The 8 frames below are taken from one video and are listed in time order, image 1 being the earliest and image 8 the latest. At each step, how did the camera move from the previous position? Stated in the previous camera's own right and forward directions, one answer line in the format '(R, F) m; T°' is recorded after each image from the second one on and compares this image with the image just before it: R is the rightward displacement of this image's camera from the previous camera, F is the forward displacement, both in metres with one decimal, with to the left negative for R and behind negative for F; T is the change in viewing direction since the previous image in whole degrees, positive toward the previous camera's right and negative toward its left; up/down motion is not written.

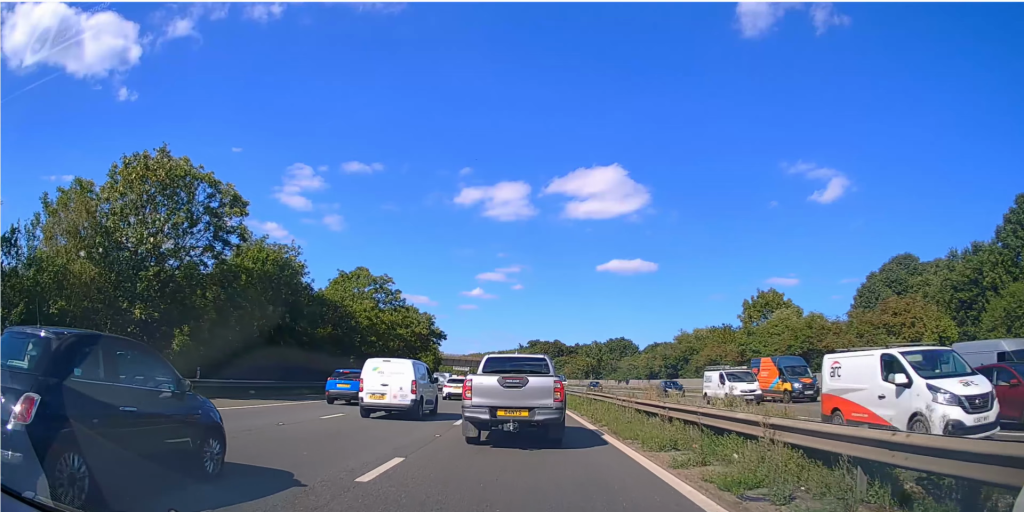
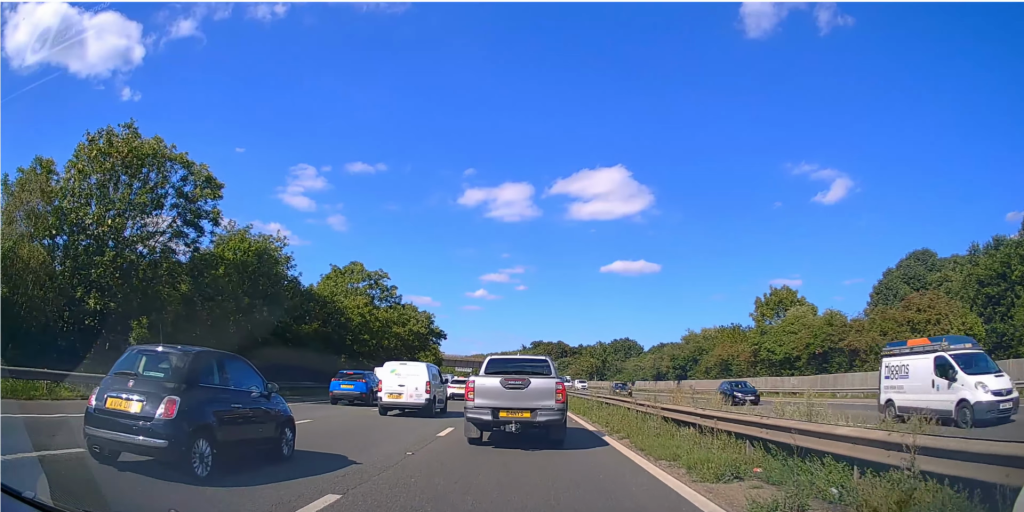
(+0.1, +3.6) m; 0°
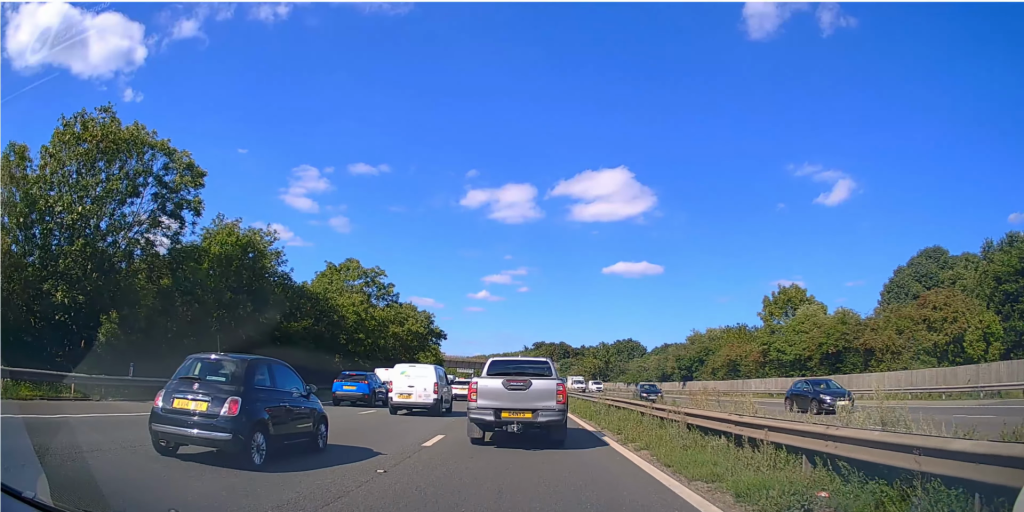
(+0.1, +2.2) m; 0°
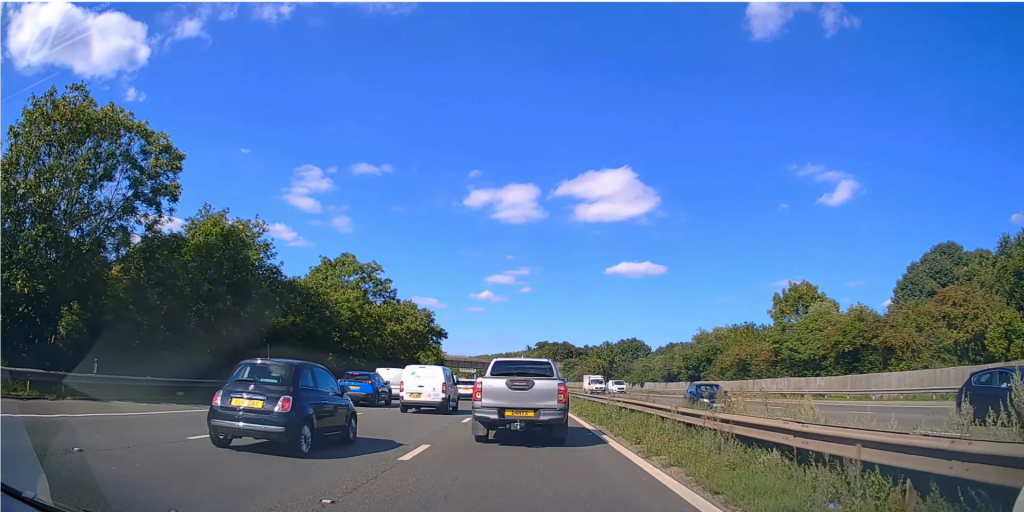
(0.0, +2.1) m; 0°
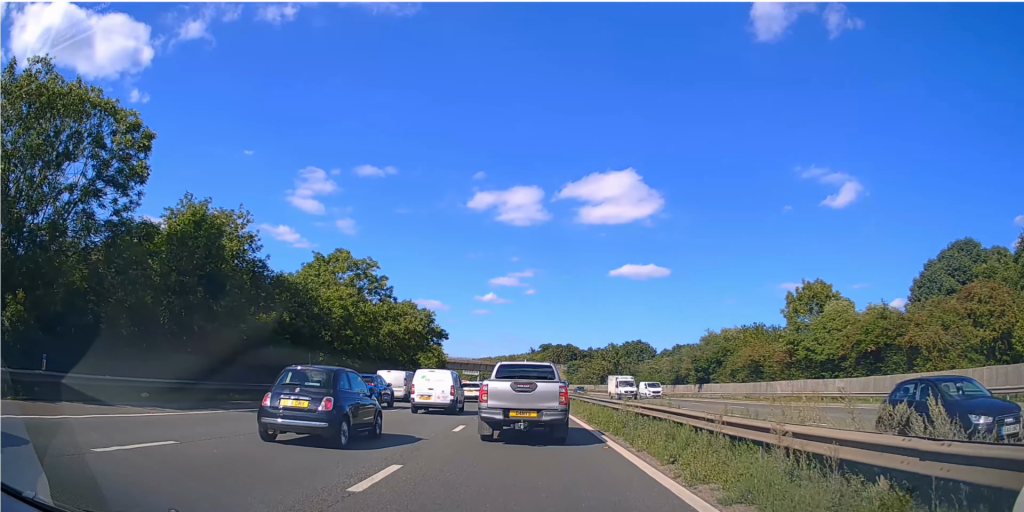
(0.0, +2.6) m; 0°
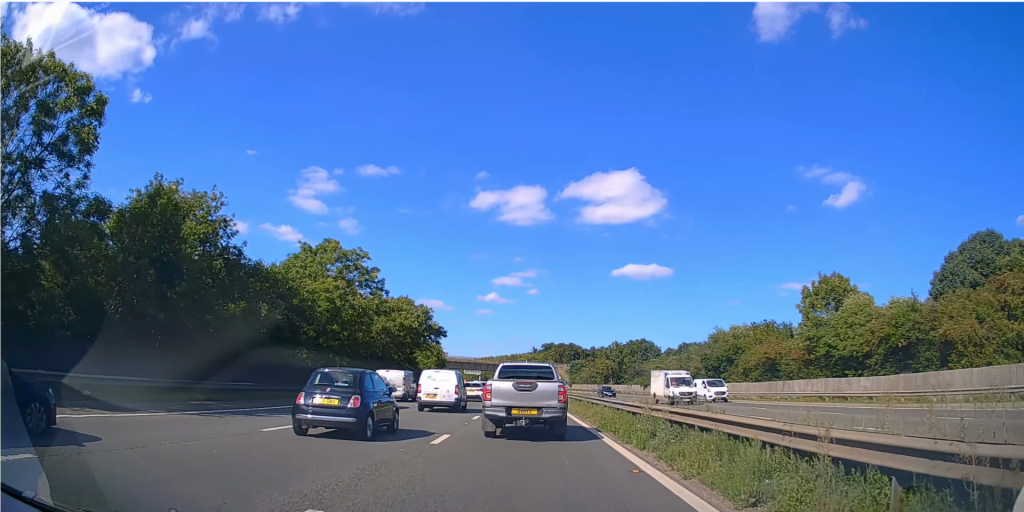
(0.0, +2.1) m; 0°
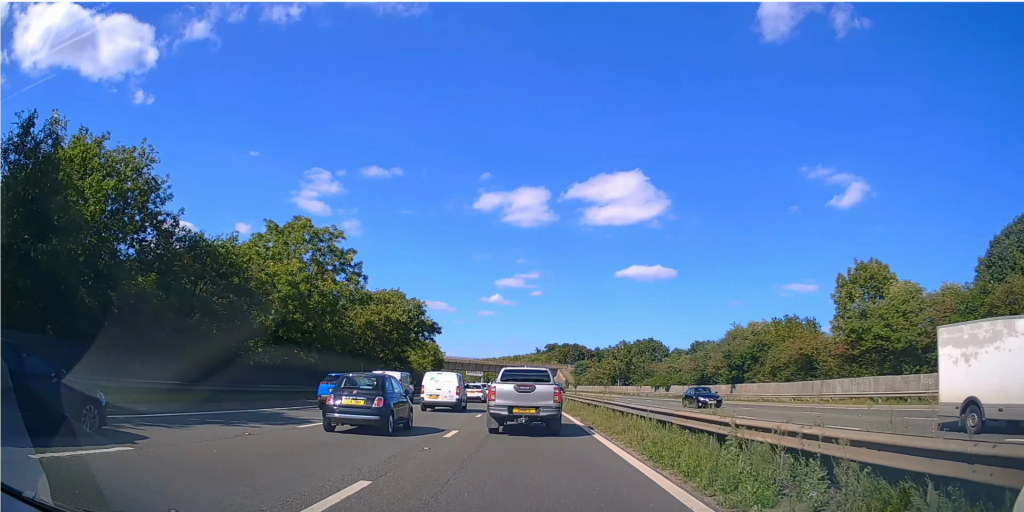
(-0.1, +4.7) m; -2°
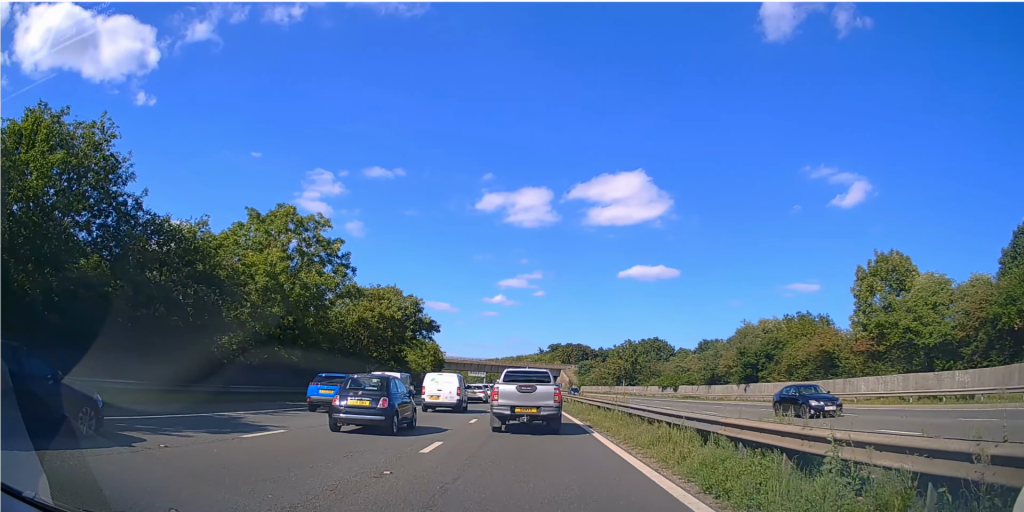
(0.0, +3.4) m; 0°
